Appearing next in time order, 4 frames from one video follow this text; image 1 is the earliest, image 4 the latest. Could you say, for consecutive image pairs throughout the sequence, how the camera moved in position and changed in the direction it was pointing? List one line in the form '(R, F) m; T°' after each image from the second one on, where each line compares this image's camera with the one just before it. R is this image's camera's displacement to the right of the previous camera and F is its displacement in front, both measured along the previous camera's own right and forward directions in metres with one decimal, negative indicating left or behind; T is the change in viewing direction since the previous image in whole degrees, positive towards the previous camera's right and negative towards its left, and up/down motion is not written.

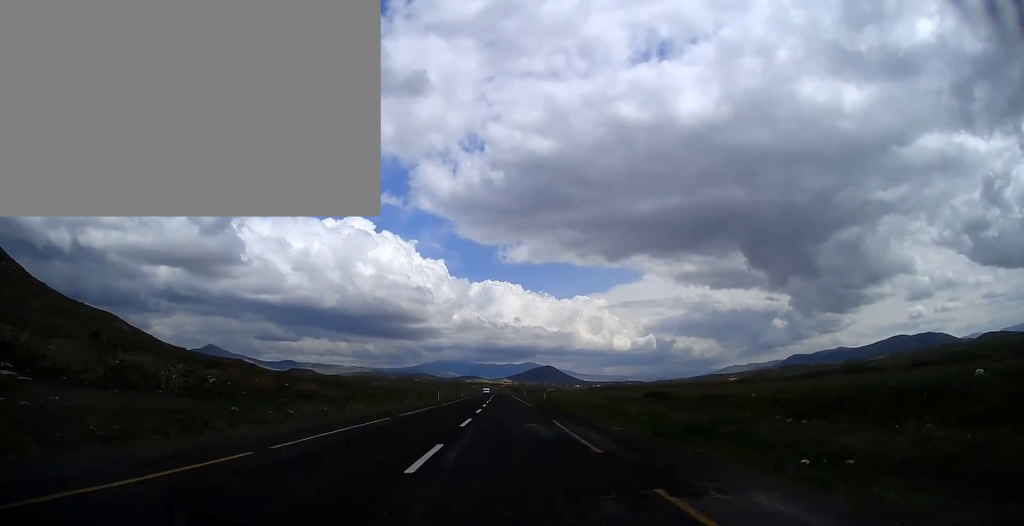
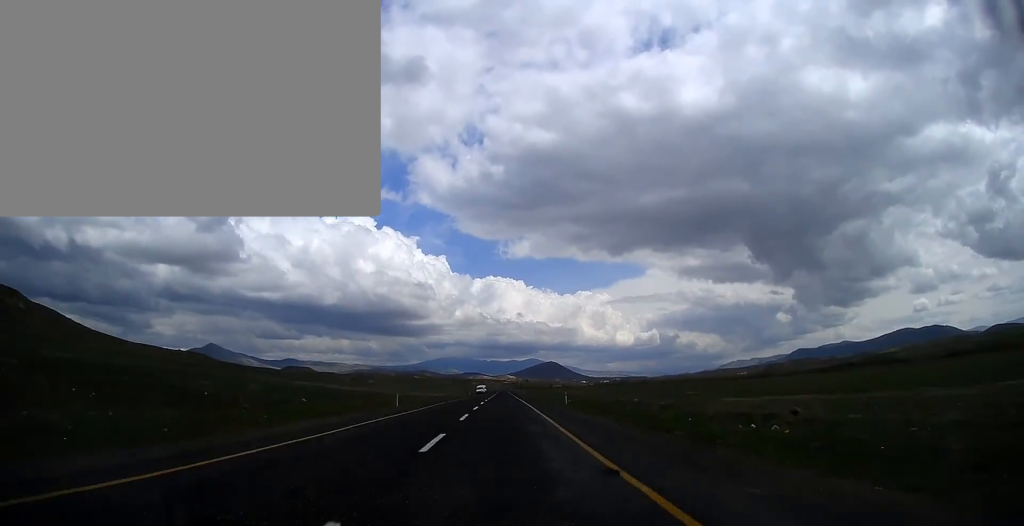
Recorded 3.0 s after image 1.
(-0.2, +103.9) m; 0°
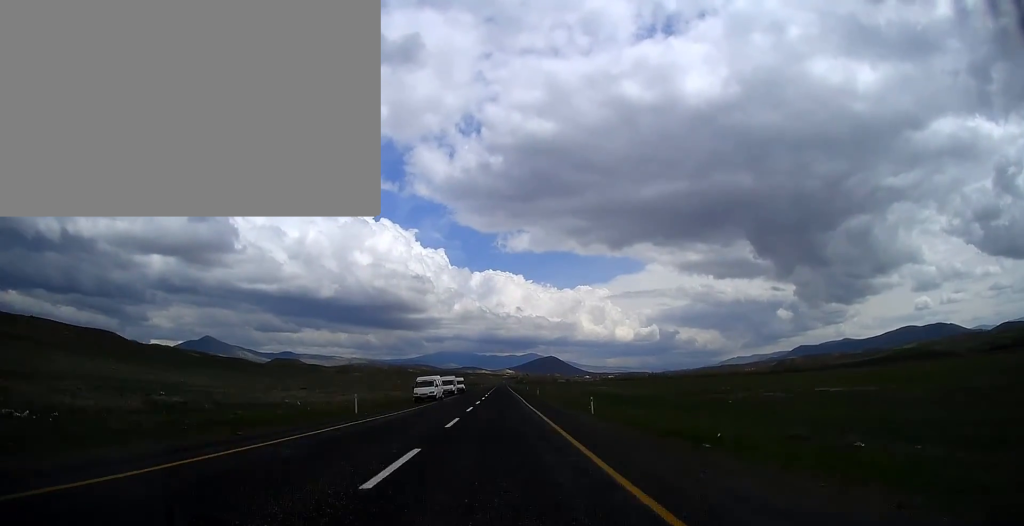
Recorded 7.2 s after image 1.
(-0.4, +132.1) m; 0°
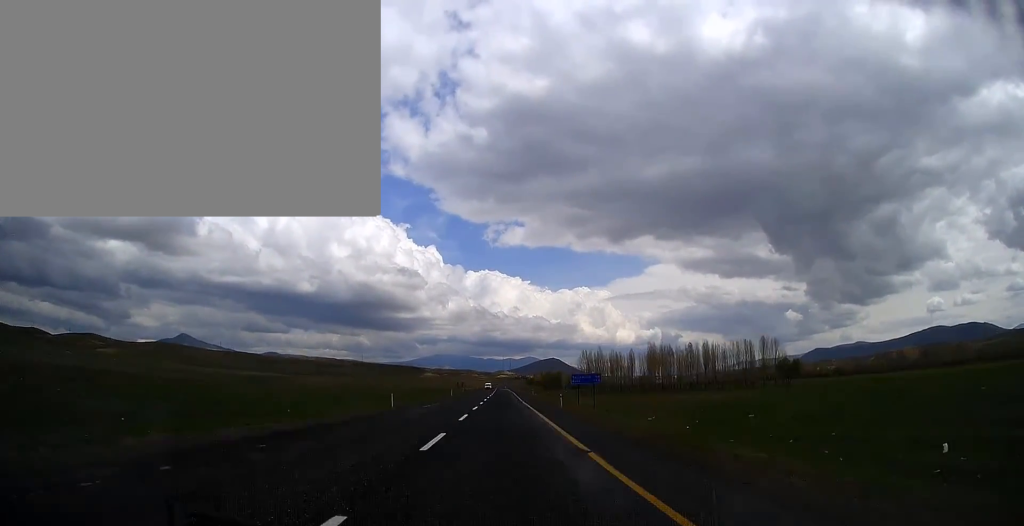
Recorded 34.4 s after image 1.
(+3.2, +598.0) m; 0°
